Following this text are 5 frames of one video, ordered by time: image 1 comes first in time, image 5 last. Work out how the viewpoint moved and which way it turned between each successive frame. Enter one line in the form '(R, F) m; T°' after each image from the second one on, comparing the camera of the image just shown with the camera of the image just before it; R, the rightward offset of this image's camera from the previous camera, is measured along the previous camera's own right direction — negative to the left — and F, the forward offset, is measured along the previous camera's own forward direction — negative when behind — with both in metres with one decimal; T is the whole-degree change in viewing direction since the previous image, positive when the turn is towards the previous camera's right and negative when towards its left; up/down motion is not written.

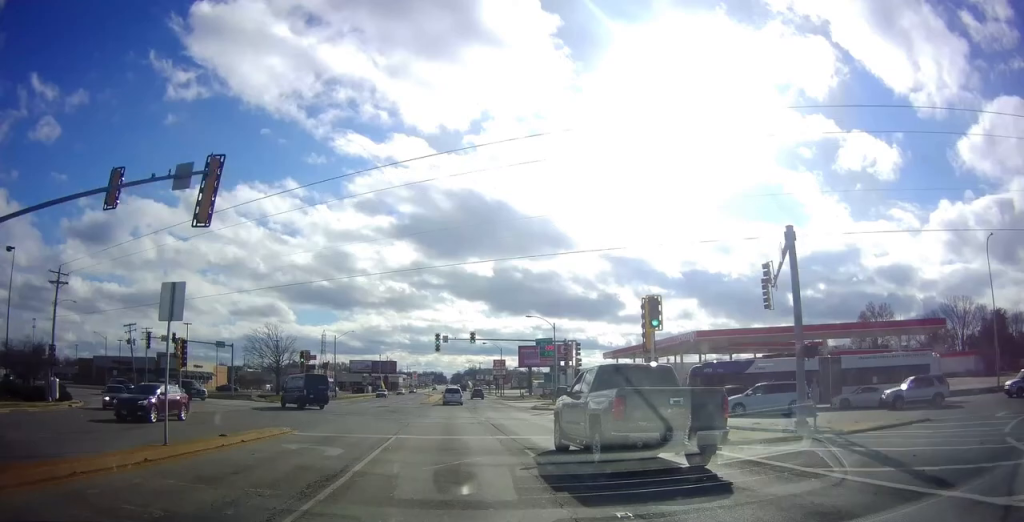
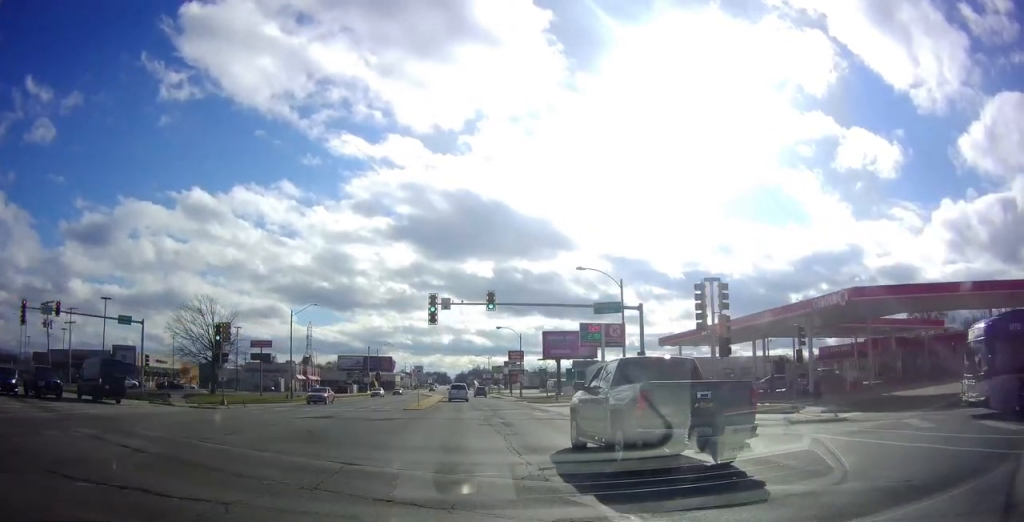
(0.0, +24.6) m; 0°
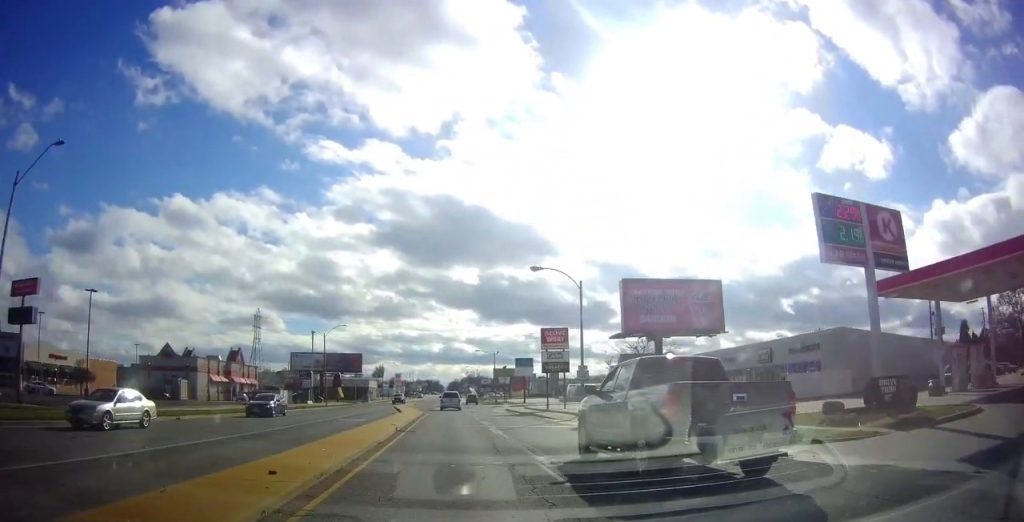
(0.0, +41.9) m; 0°
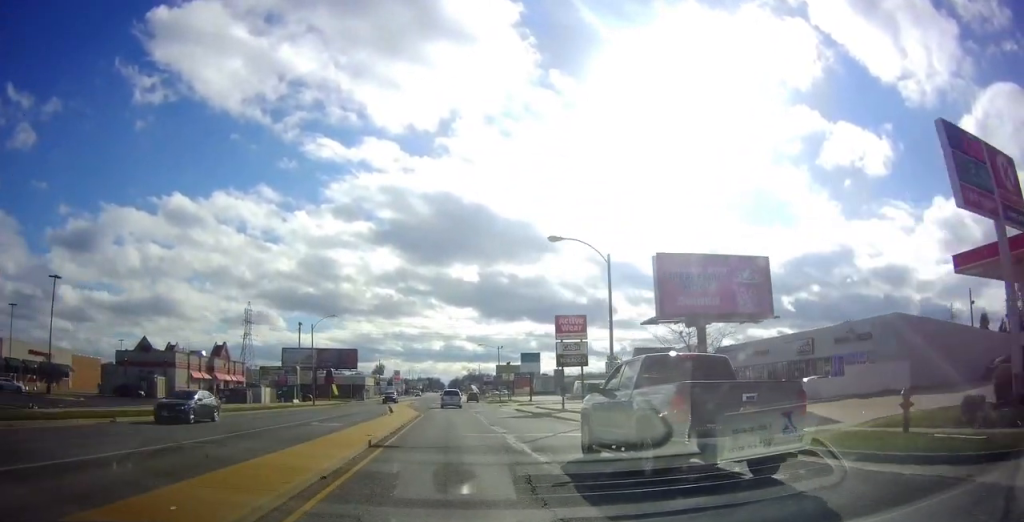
(0.0, +6.9) m; 0°
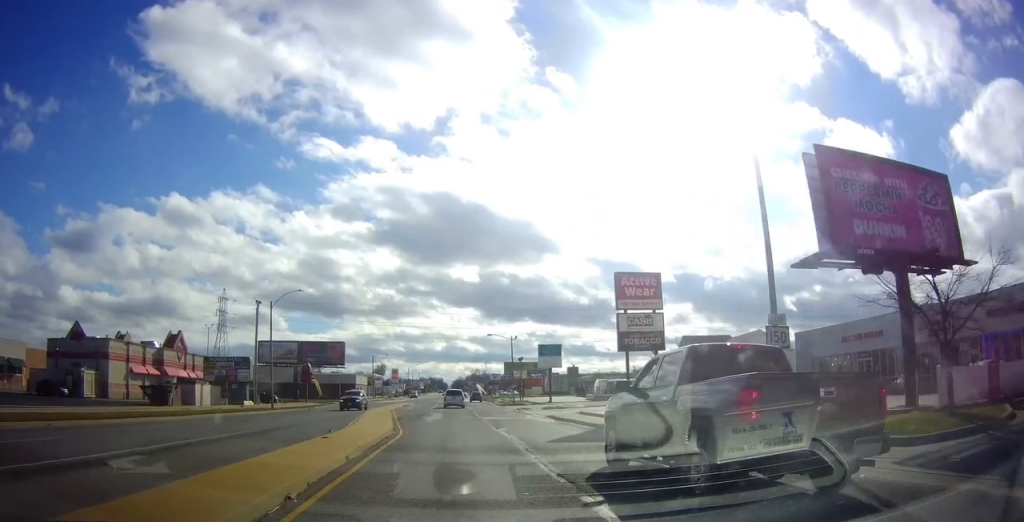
(-0.1, +16.5) m; -1°
